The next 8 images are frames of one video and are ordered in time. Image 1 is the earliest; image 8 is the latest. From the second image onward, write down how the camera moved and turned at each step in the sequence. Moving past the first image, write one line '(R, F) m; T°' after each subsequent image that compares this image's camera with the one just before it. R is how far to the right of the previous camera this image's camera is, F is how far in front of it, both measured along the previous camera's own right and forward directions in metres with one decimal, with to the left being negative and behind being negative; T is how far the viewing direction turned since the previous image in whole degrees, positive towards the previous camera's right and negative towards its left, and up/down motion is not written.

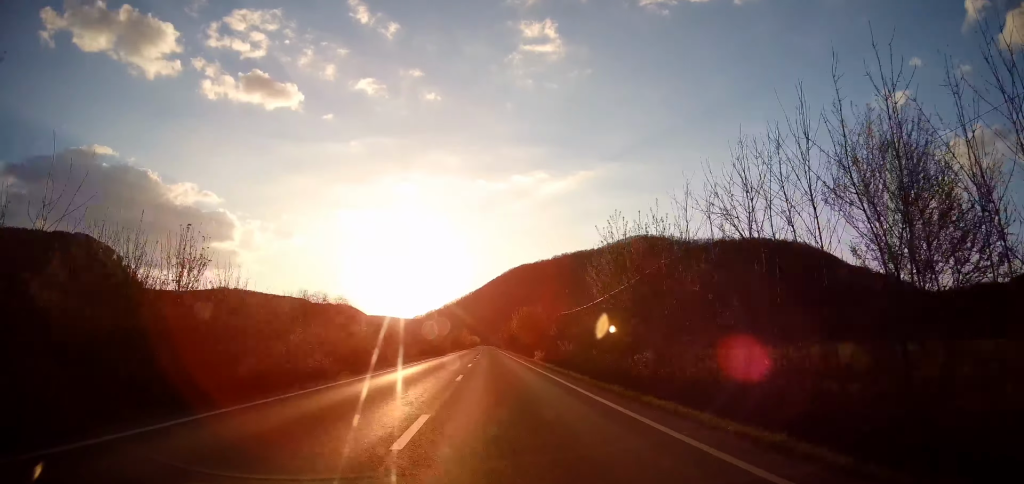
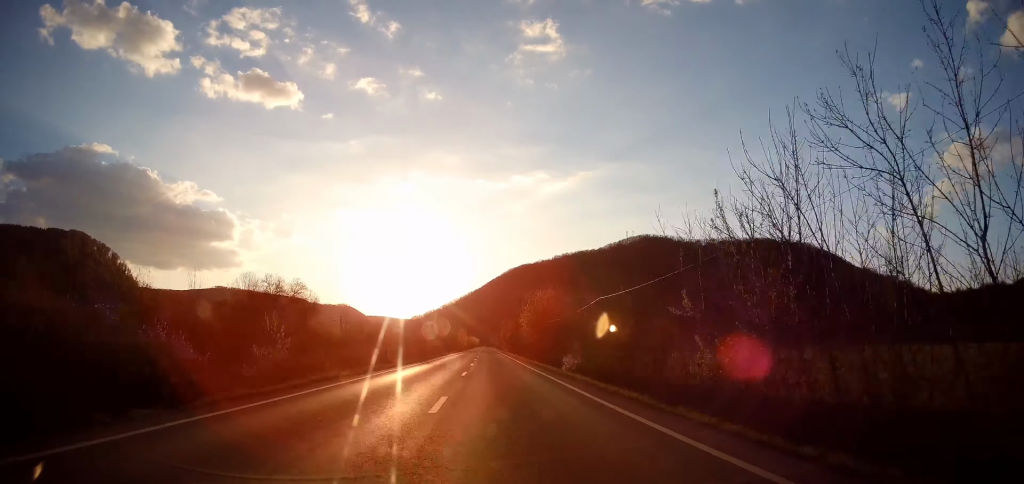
(+0.5, +20.5) m; 0°
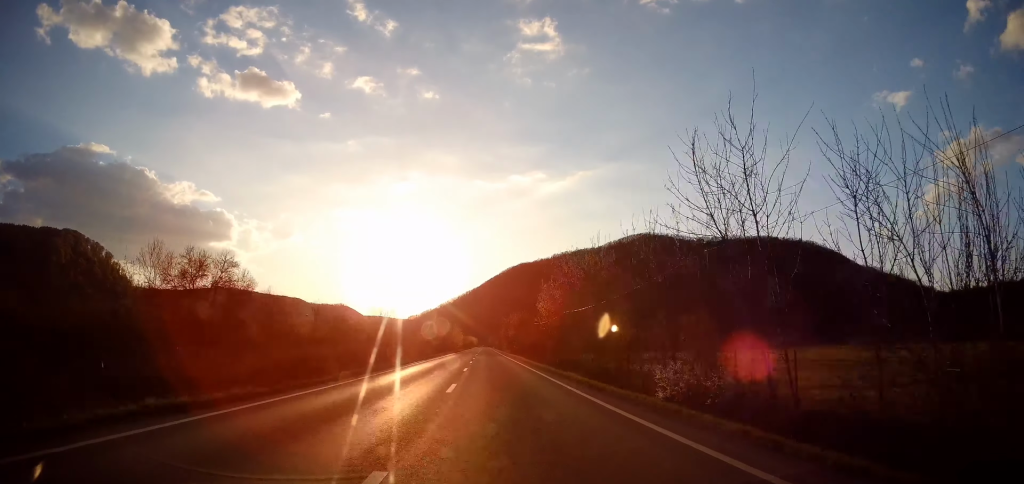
(-0.1, +19.6) m; 0°
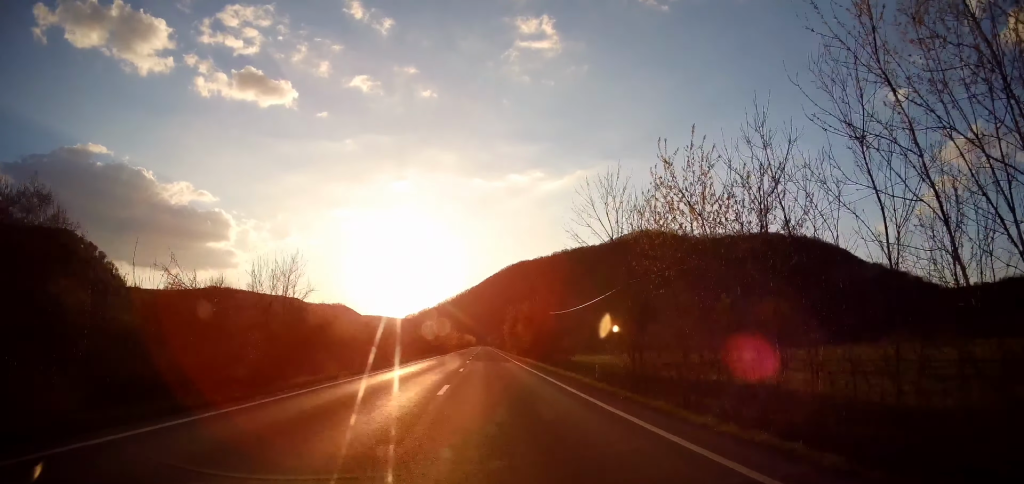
(-0.3, +24.9) m; 0°
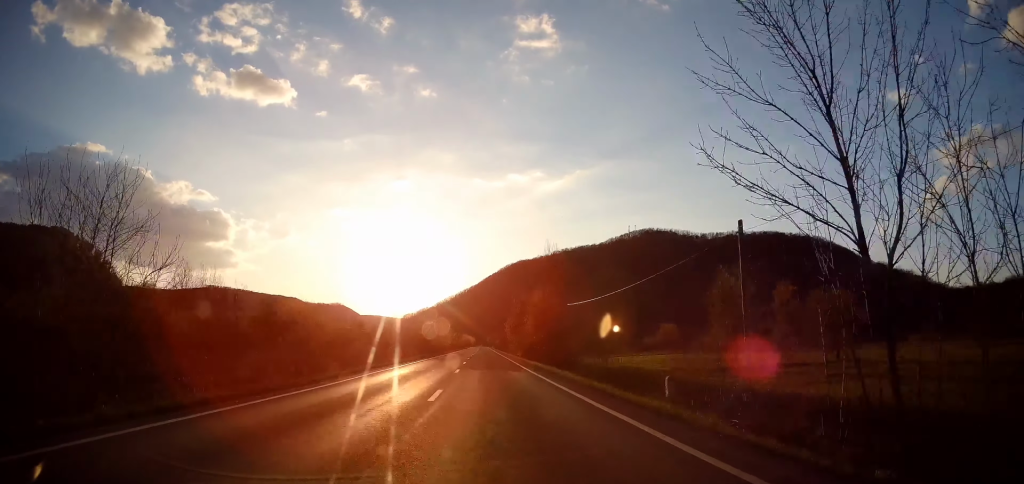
(-0.1, +13.3) m; +1°
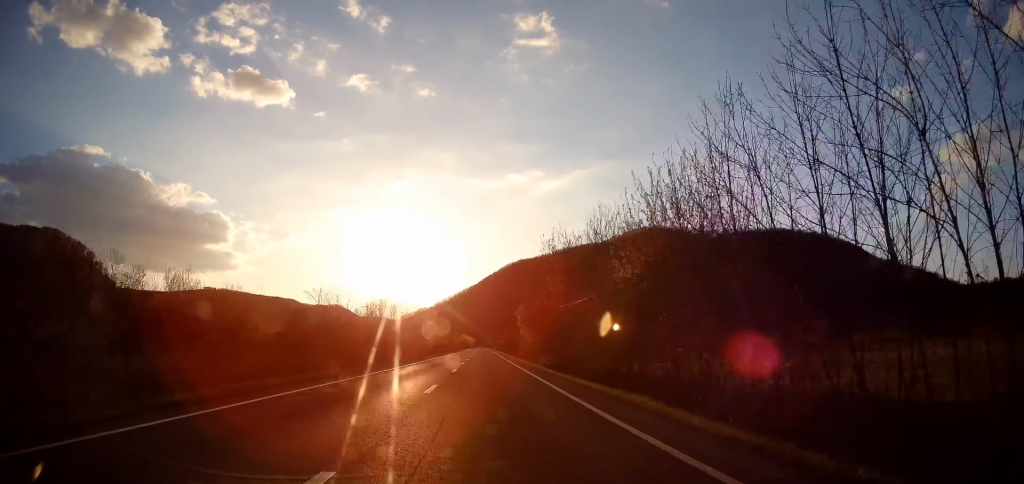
(+0.5, +32.9) m; 0°
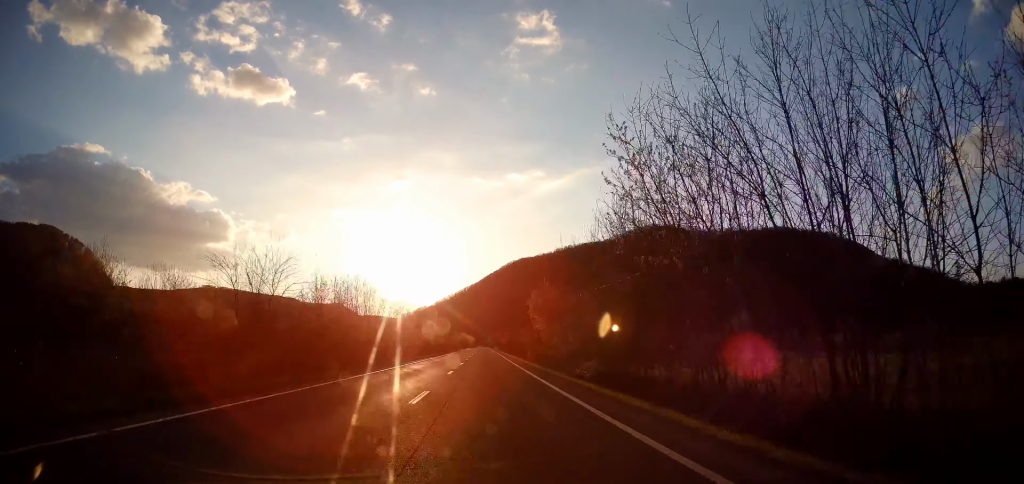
(-0.3, +14.2) m; -1°
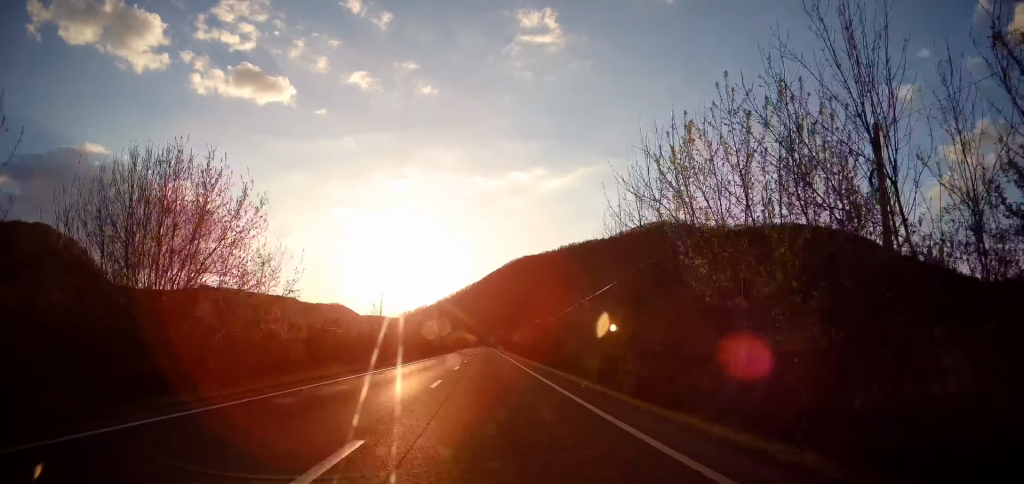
(-0.1, +31.1) m; +1°
